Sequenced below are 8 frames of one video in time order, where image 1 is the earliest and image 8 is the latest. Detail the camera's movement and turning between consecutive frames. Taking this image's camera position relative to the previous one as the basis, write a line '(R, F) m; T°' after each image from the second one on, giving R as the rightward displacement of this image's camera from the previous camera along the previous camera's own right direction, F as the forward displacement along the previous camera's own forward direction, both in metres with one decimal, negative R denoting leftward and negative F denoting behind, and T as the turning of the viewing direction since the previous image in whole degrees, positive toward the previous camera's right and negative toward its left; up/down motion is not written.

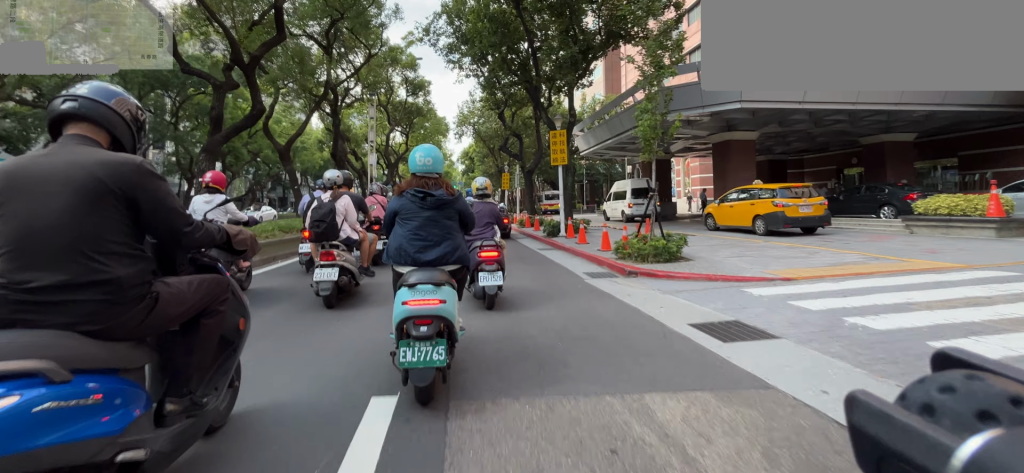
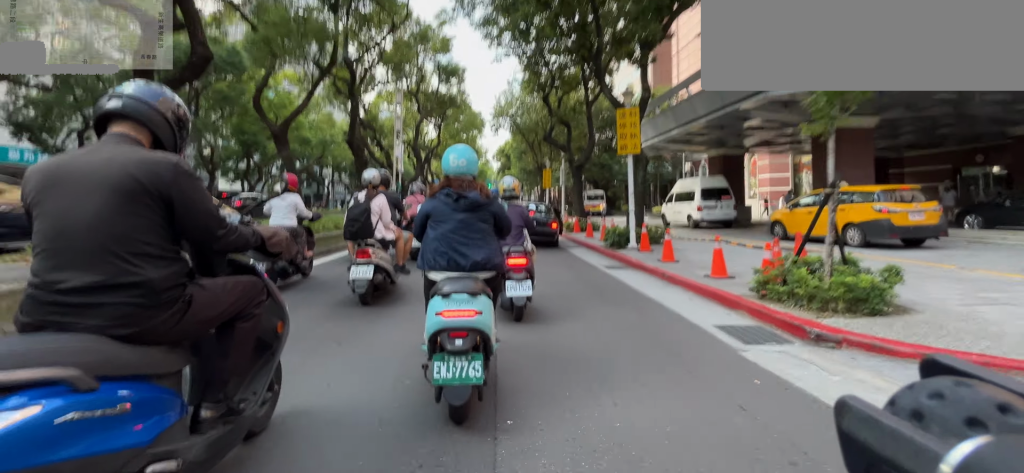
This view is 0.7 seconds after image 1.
(0.0, +3.2) m; +1°
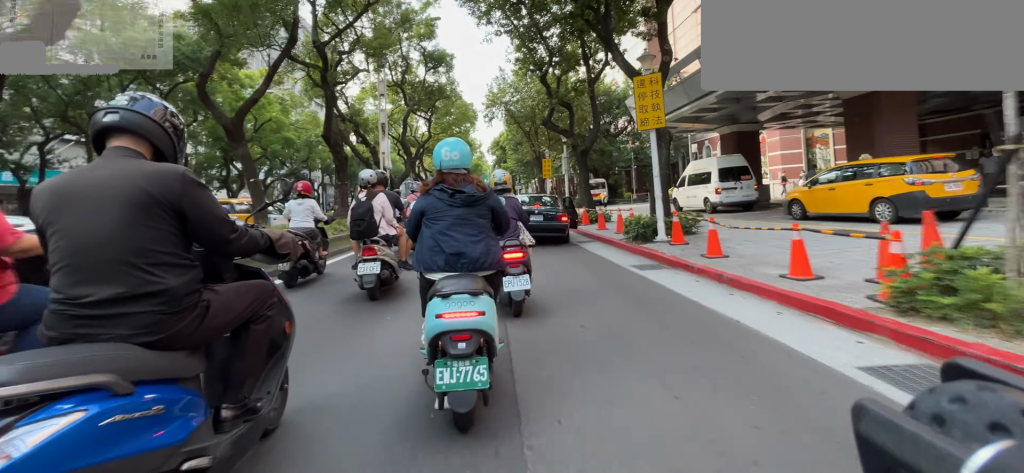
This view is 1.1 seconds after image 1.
(0.0, +1.9) m; 0°
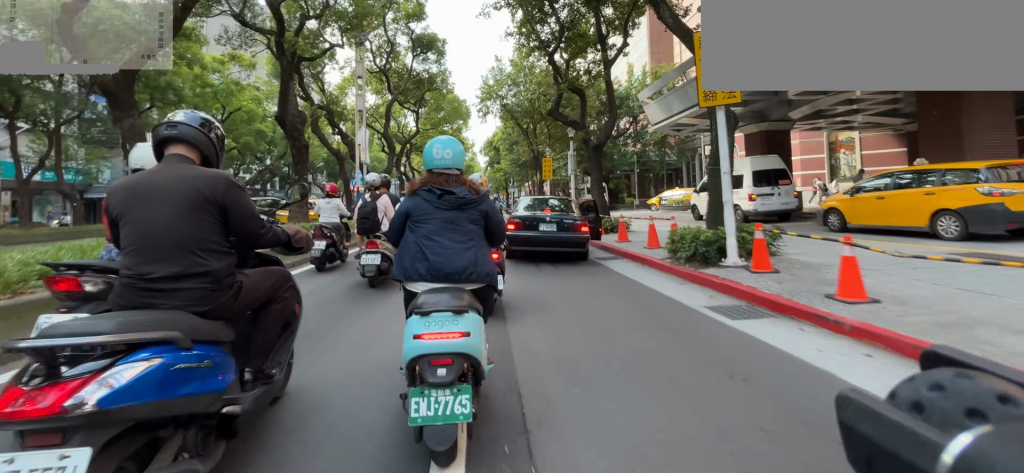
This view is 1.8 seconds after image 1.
(0.0, +3.3) m; 0°
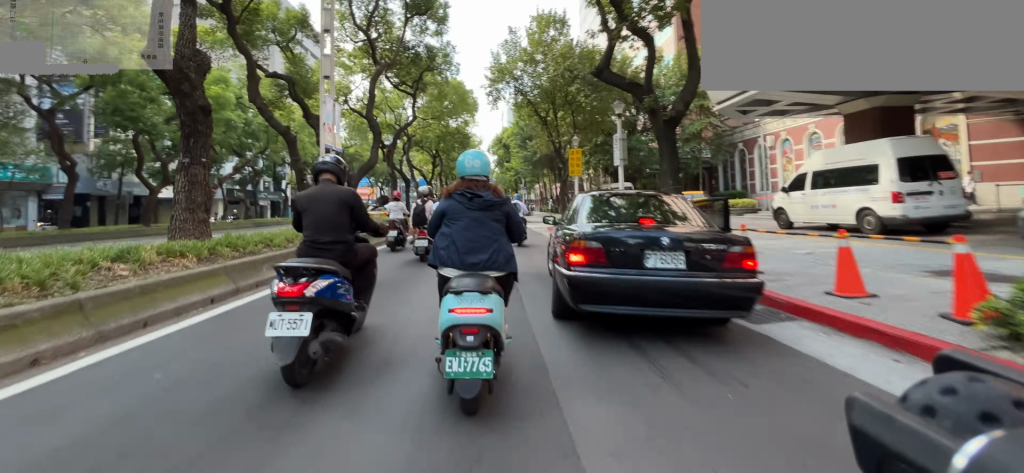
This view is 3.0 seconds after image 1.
(0.0, +6.6) m; -1°
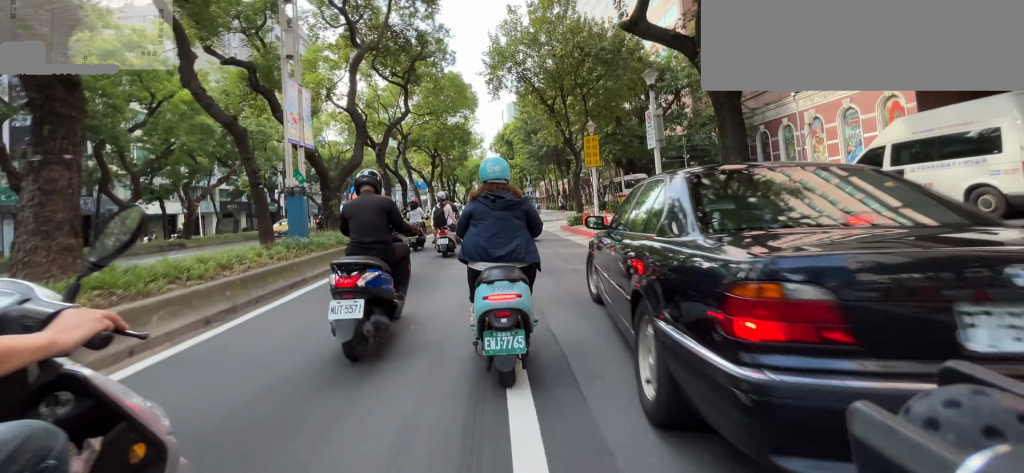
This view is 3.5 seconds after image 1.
(0.0, +3.3) m; 0°
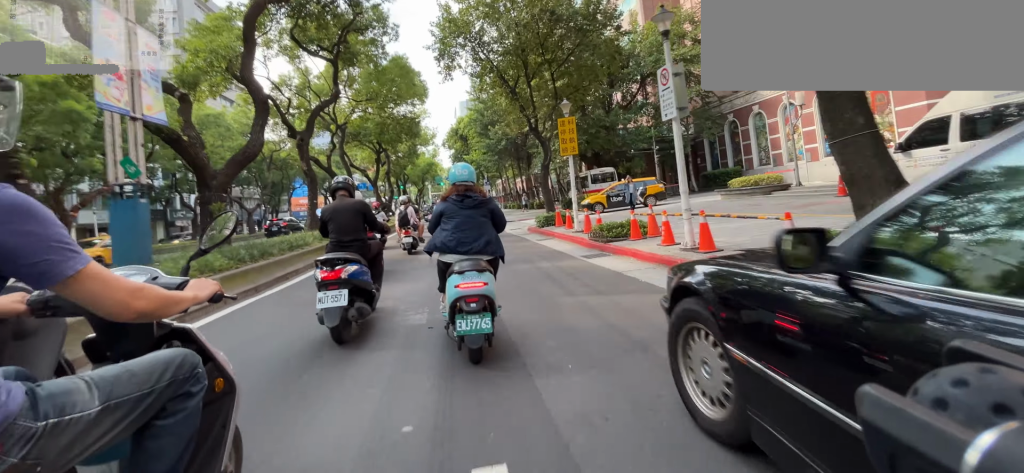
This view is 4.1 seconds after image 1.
(0.0, +4.1) m; 0°
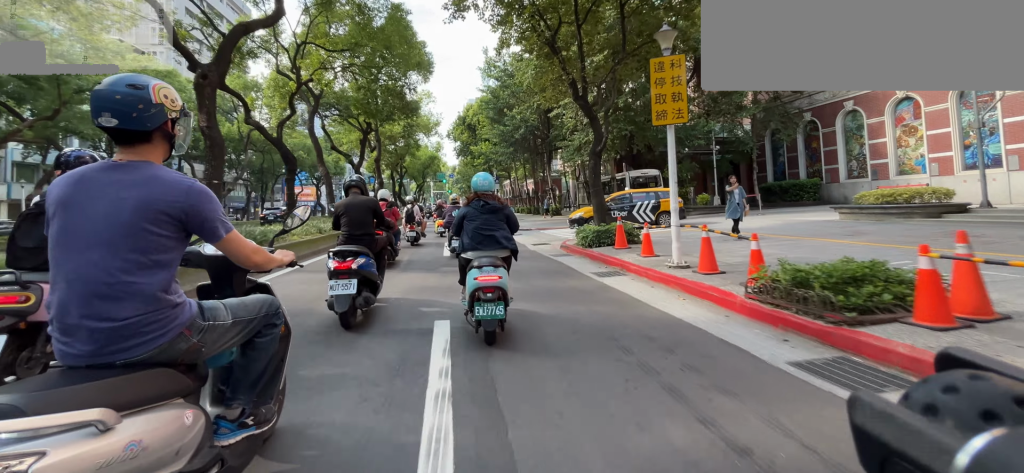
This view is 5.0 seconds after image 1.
(0.0, +7.3) m; 0°
